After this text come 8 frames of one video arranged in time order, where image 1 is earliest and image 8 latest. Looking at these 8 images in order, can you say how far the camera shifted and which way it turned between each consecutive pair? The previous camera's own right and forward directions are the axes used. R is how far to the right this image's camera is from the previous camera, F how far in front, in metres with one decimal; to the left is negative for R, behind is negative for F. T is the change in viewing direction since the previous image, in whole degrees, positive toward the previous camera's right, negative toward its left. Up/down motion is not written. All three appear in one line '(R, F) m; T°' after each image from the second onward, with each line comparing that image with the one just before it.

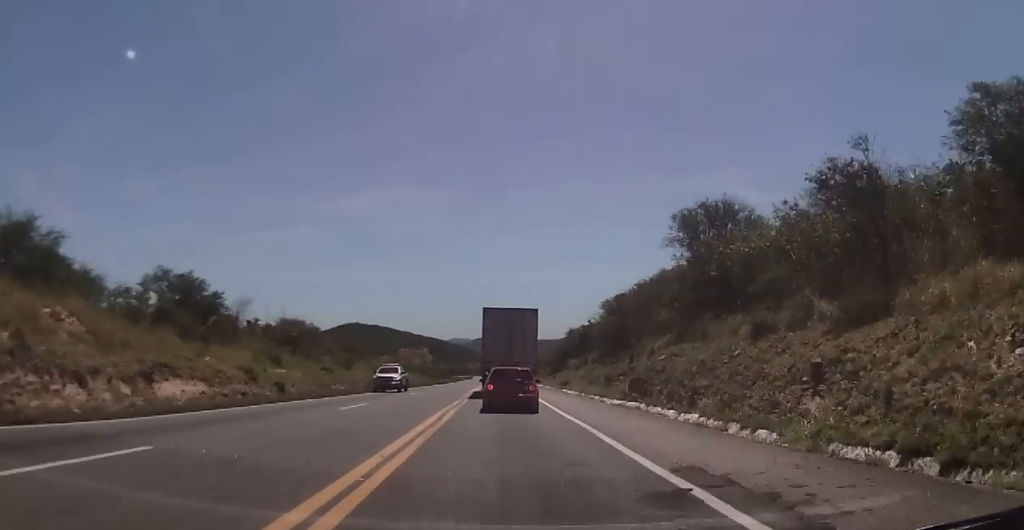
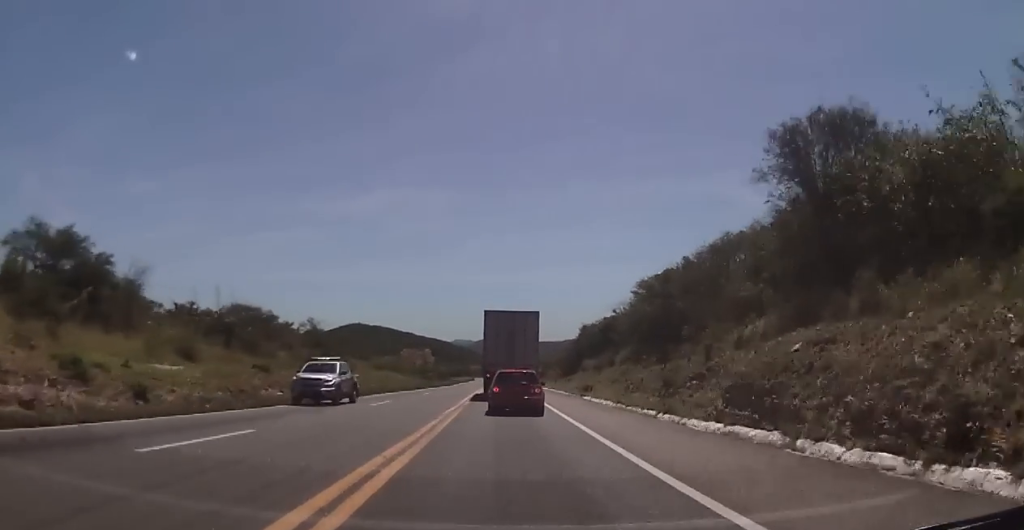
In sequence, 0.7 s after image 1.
(0.0, +13.1) m; -1°
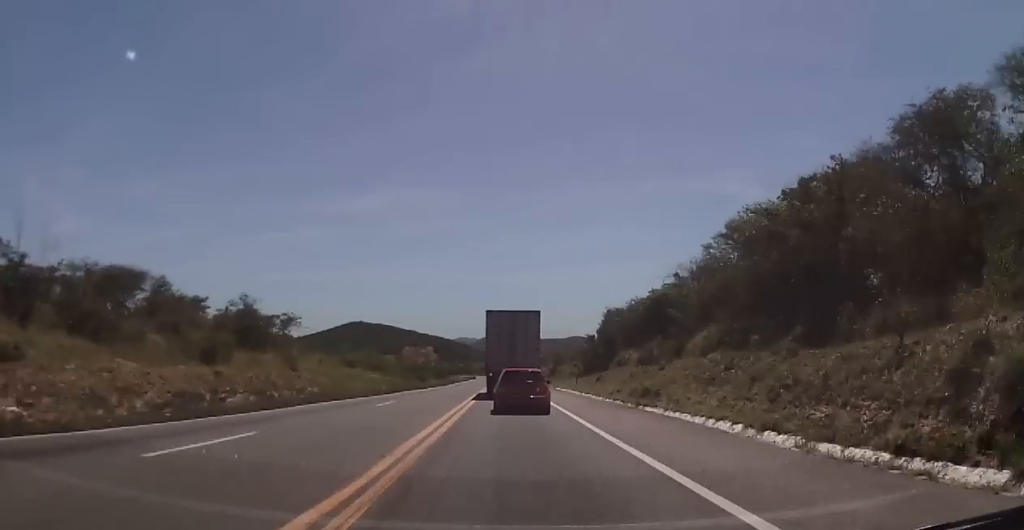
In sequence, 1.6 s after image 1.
(-0.3, +18.2) m; -1°
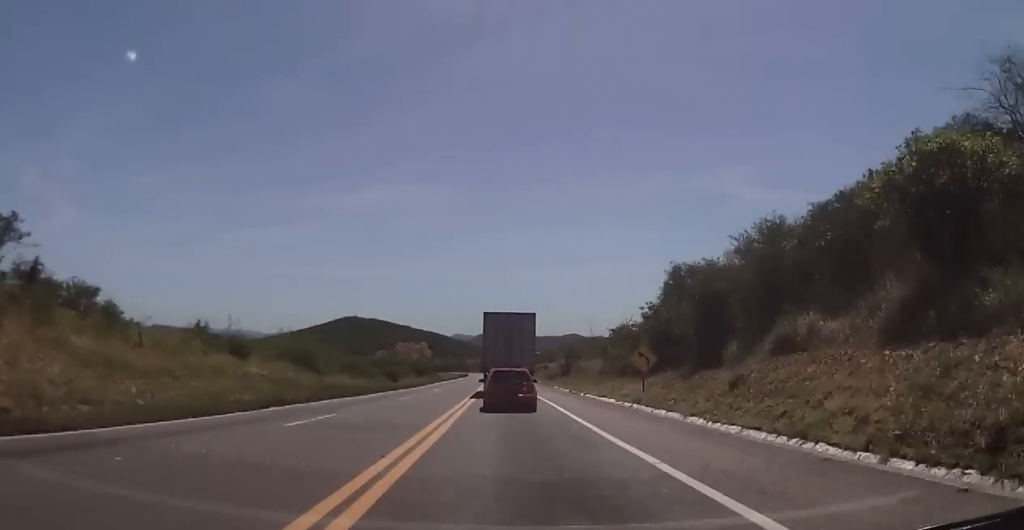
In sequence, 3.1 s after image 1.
(-0.4, +29.4) m; -1°
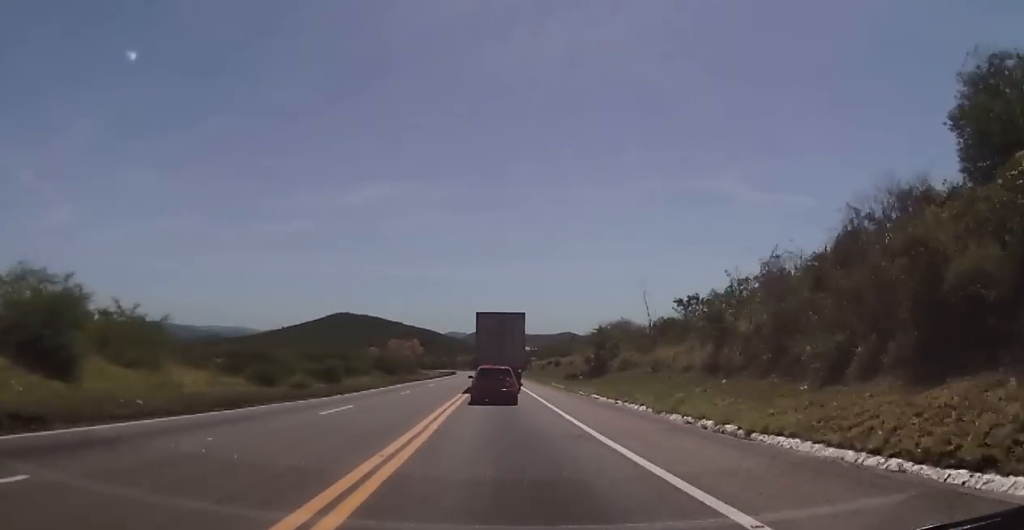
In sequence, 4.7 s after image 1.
(+0.7, +32.1) m; +1°
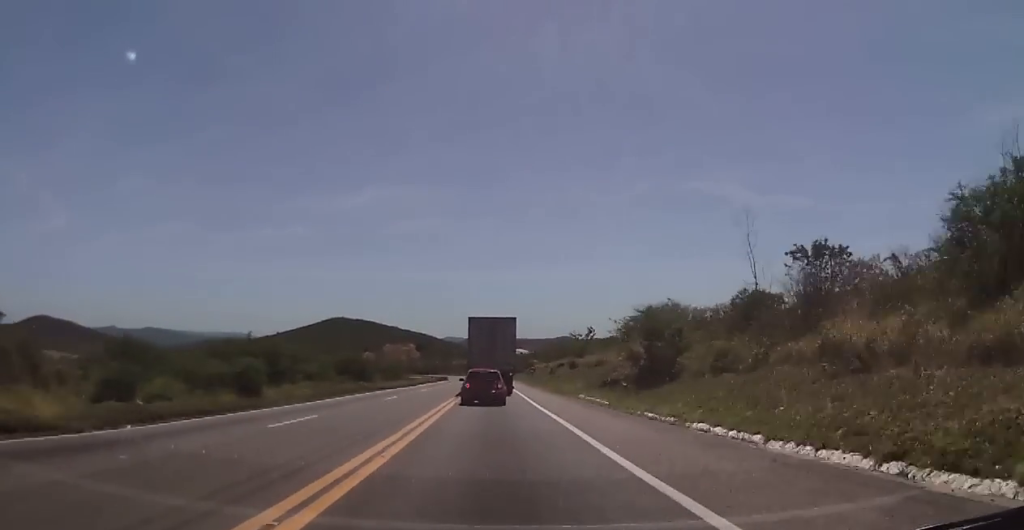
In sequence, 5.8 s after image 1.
(-0.3, +21.1) m; 0°
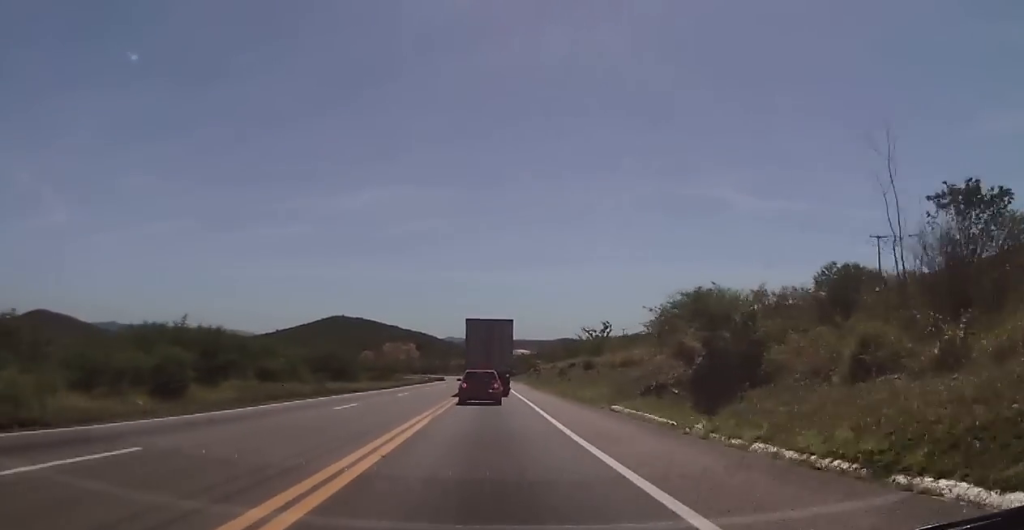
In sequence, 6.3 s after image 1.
(+0.1, +10.7) m; 0°
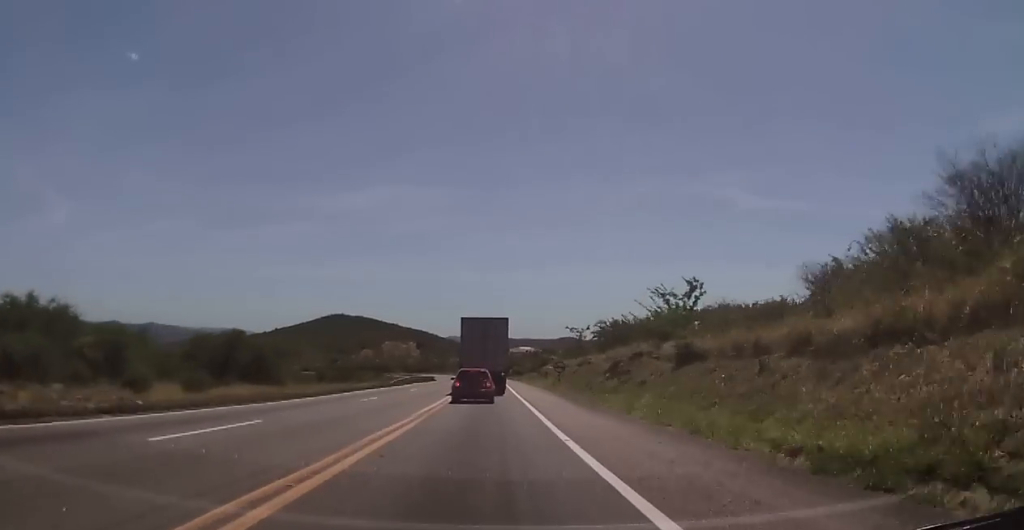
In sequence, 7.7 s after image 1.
(0.0, +28.4) m; 0°
